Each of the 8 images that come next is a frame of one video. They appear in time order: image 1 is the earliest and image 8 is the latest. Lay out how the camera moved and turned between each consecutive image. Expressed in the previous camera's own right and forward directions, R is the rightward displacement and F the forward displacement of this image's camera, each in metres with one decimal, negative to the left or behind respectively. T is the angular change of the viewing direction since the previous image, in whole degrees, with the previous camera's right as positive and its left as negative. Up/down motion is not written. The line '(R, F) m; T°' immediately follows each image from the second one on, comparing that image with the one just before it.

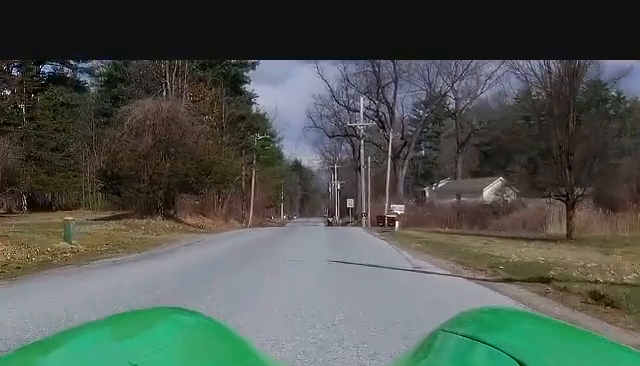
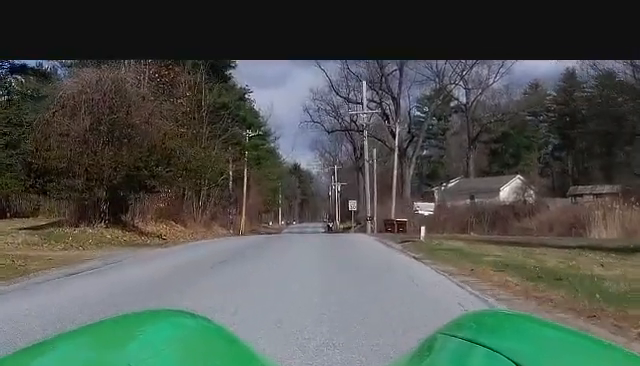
(0.0, +10.5) m; 0°
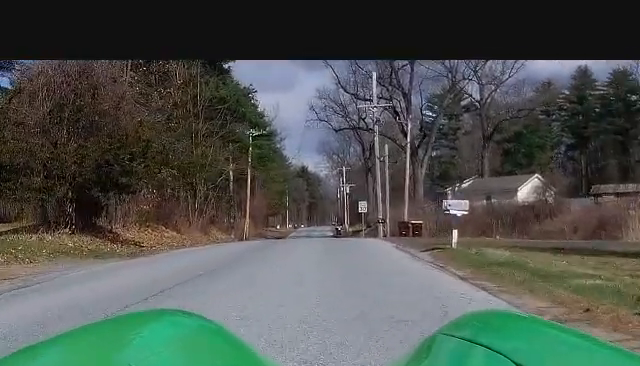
(0.0, +5.3) m; 0°
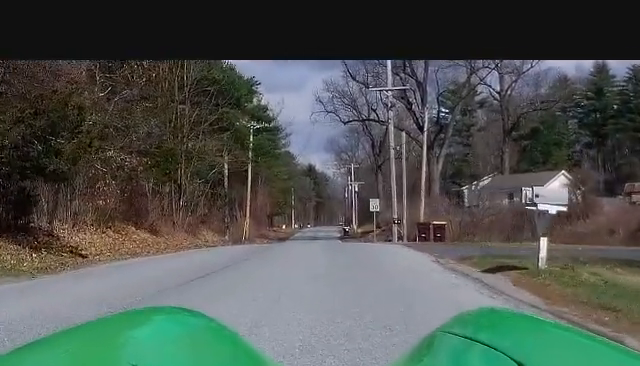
(0.0, +7.6) m; -1°
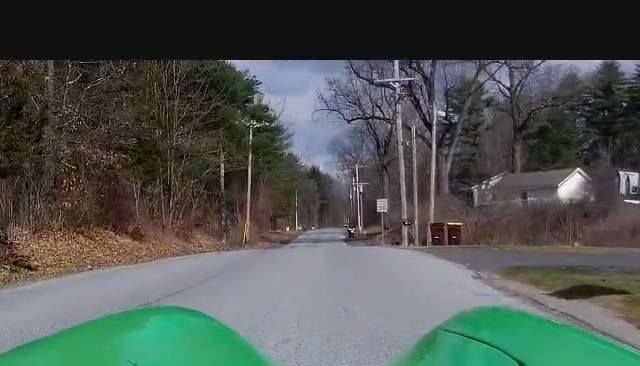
(0.0, +3.7) m; -1°
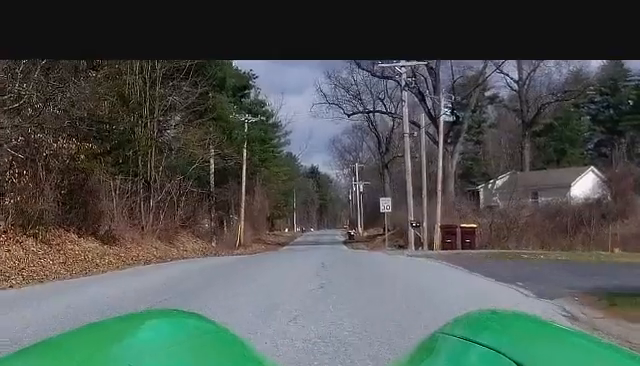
(-0.1, +4.1) m; -1°
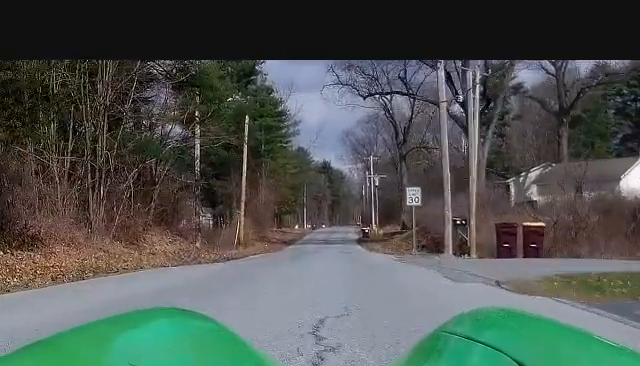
(-0.1, +11.1) m; +1°
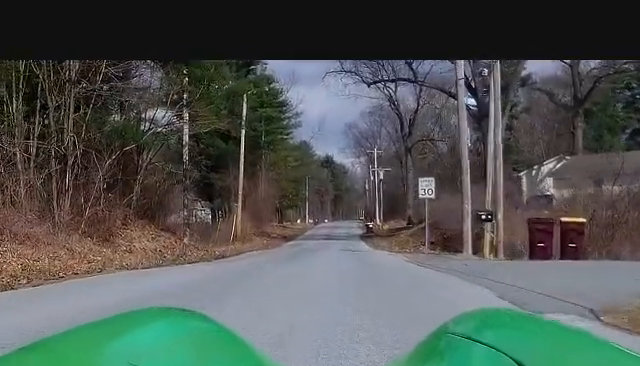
(+0.1, +4.7) m; -1°
